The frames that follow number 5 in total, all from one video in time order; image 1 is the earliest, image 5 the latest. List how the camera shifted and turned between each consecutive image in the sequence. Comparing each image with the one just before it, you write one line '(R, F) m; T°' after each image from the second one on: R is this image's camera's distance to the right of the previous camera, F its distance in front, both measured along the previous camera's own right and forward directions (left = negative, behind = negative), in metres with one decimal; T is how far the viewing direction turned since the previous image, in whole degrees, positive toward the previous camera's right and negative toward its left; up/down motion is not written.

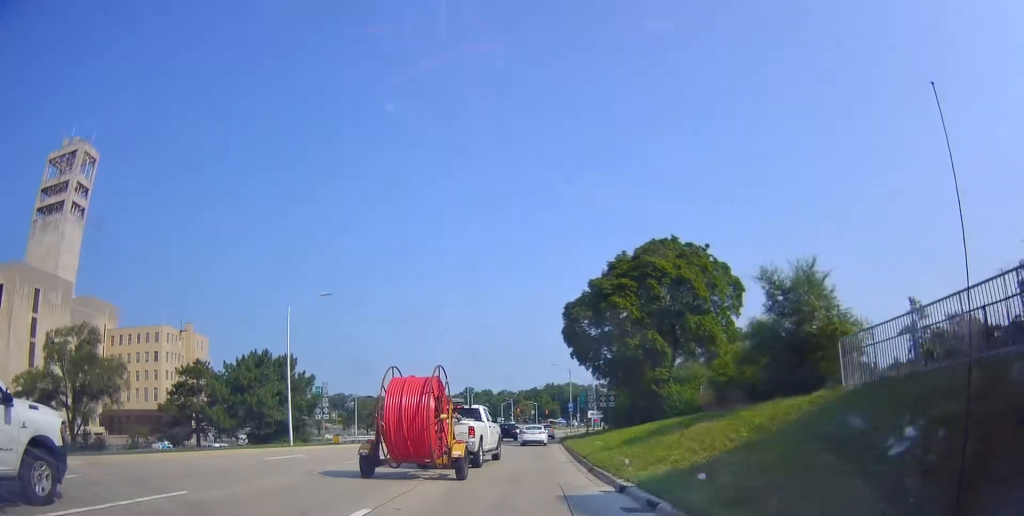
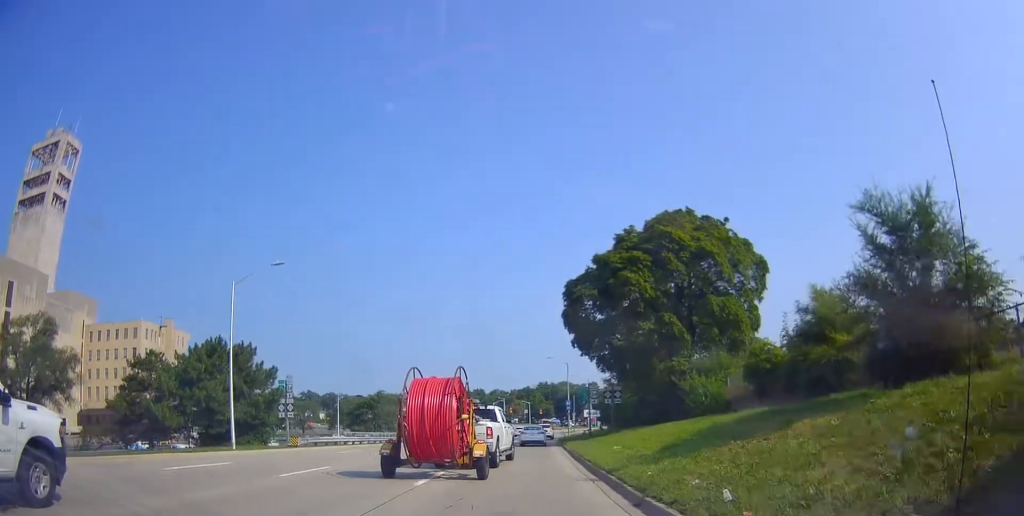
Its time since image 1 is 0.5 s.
(+0.2, +7.2) m; +3°
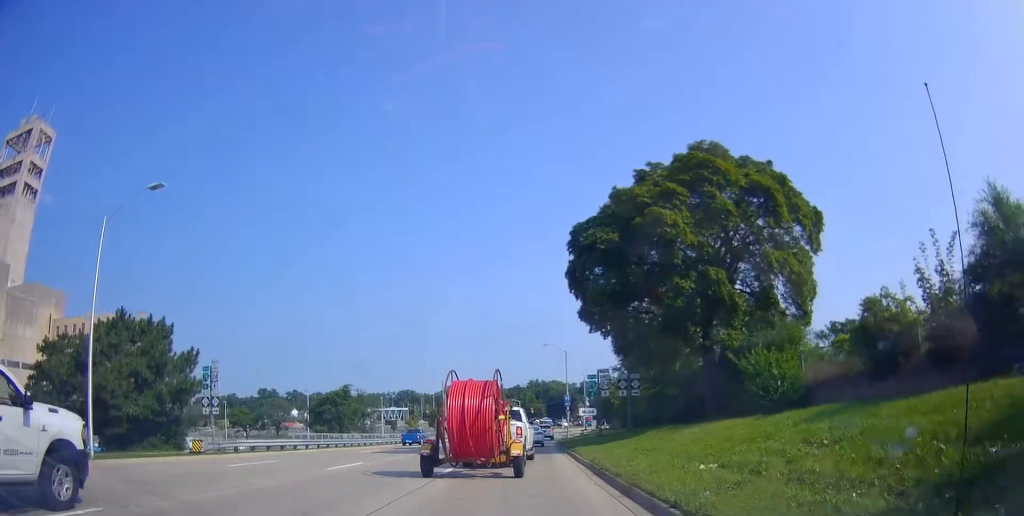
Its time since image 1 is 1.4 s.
(+0.4, +11.4) m; -1°
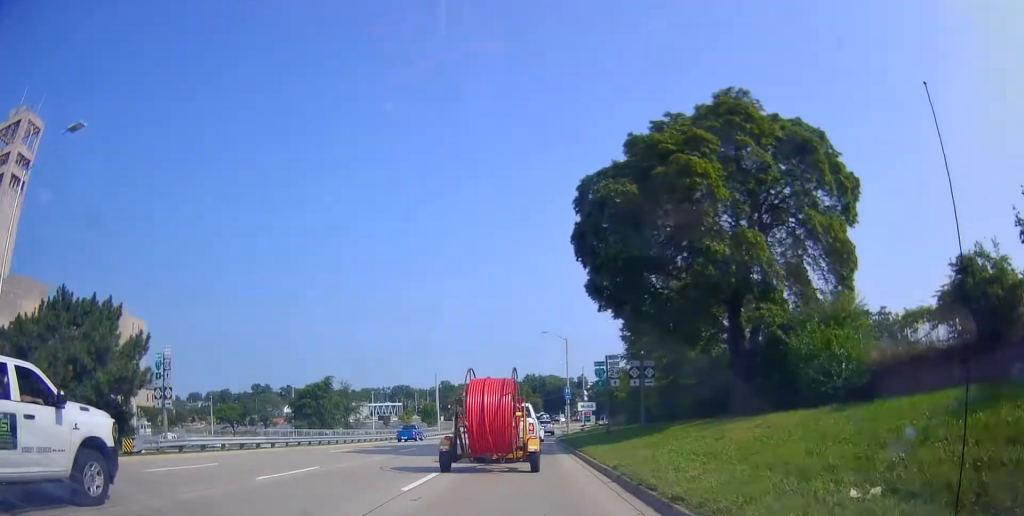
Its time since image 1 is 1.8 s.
(0.0, +5.5) m; -1°
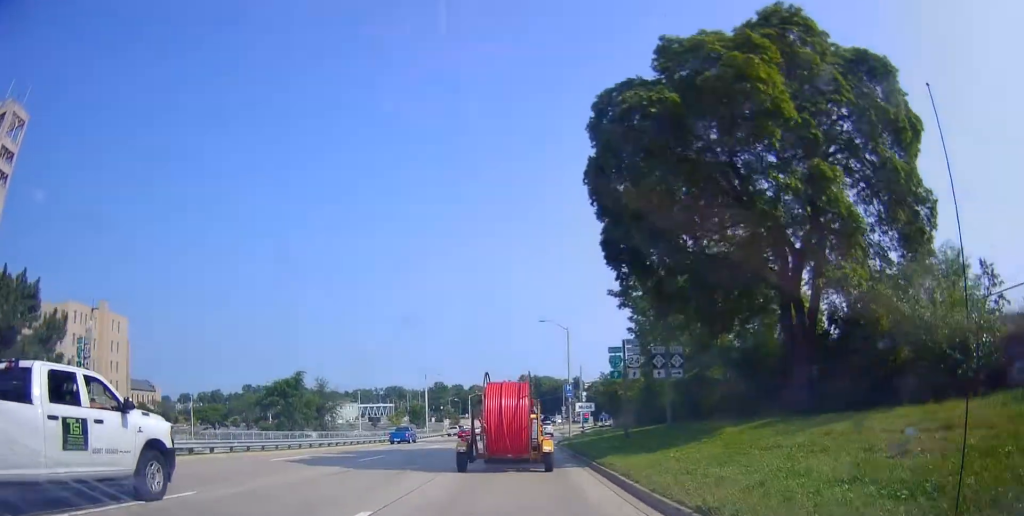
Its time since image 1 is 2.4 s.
(-0.5, +7.3) m; 0°
